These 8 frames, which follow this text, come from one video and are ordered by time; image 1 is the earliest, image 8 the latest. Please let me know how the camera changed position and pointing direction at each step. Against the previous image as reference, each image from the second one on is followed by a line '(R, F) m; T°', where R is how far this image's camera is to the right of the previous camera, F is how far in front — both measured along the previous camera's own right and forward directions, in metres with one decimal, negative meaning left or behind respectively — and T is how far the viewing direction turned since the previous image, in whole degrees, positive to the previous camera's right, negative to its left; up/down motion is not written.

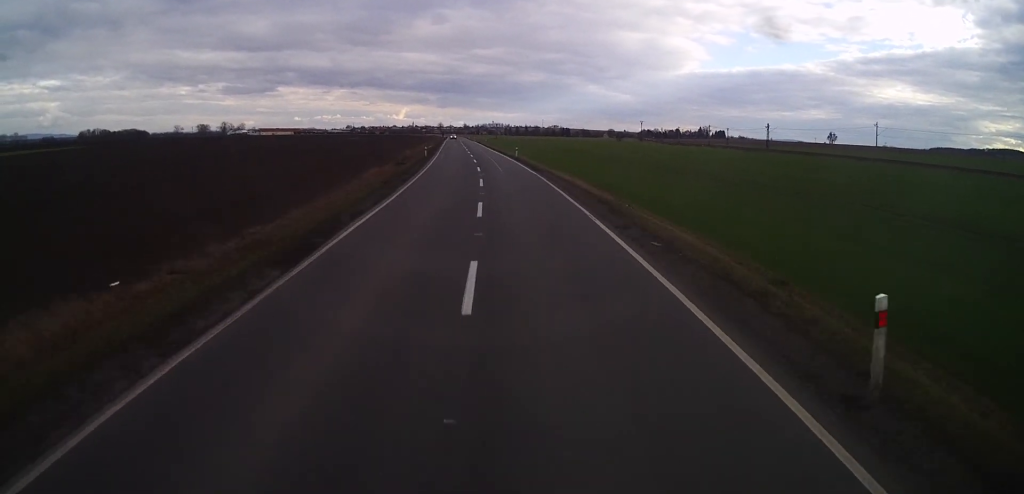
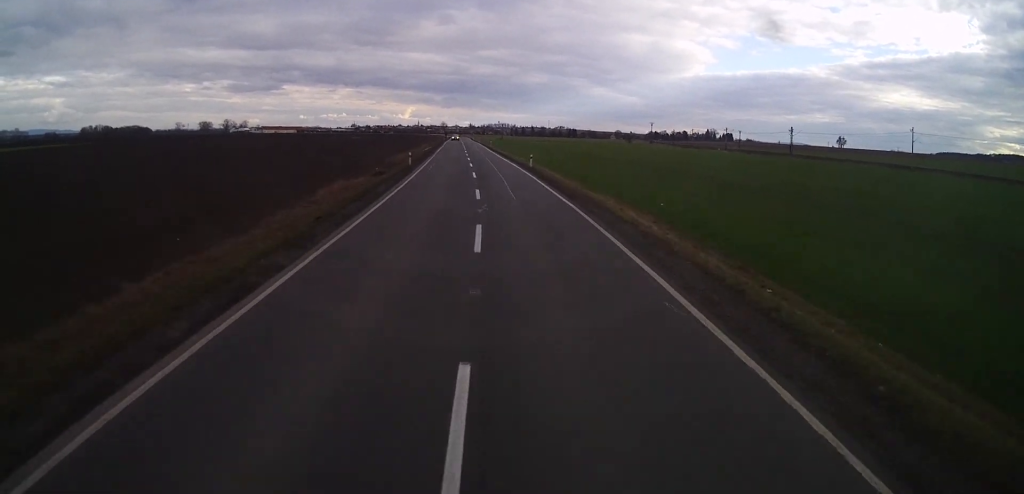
(-0.2, +13.5) m; 0°
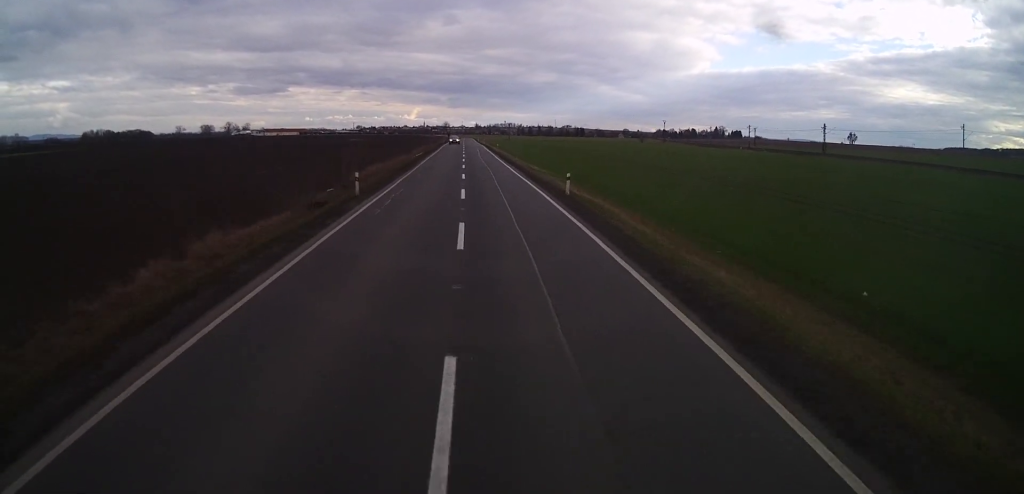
(+0.2, +17.5) m; -1°
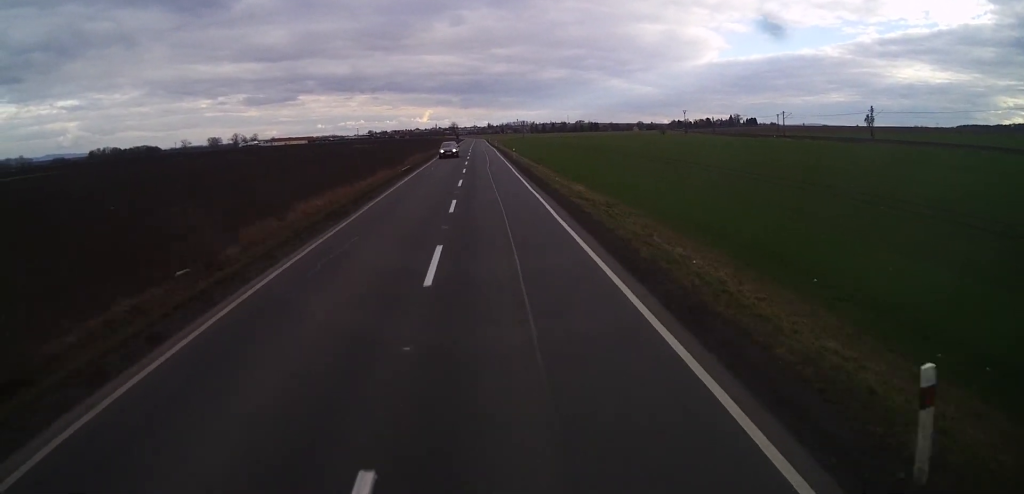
(-0.4, +19.9) m; -1°
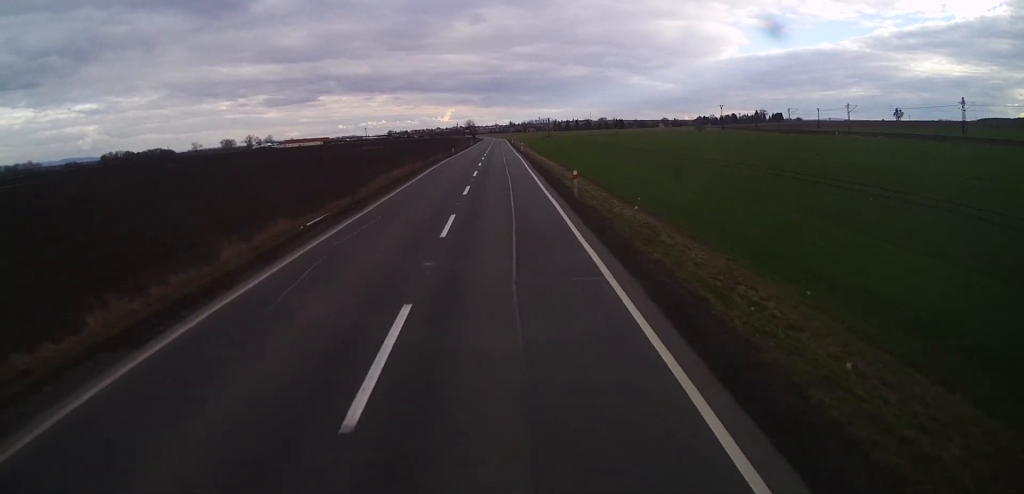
(-0.3, +31.2) m; -1°
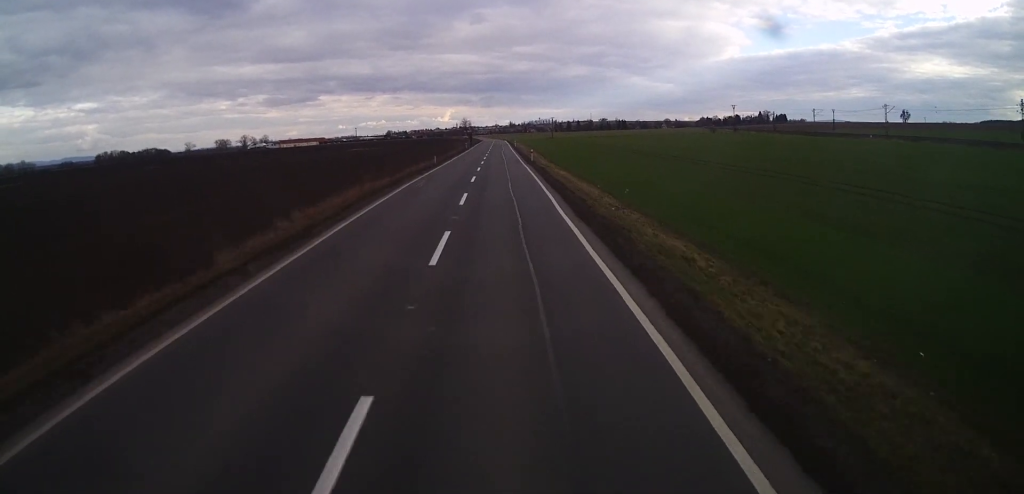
(-0.3, +20.5) m; -1°
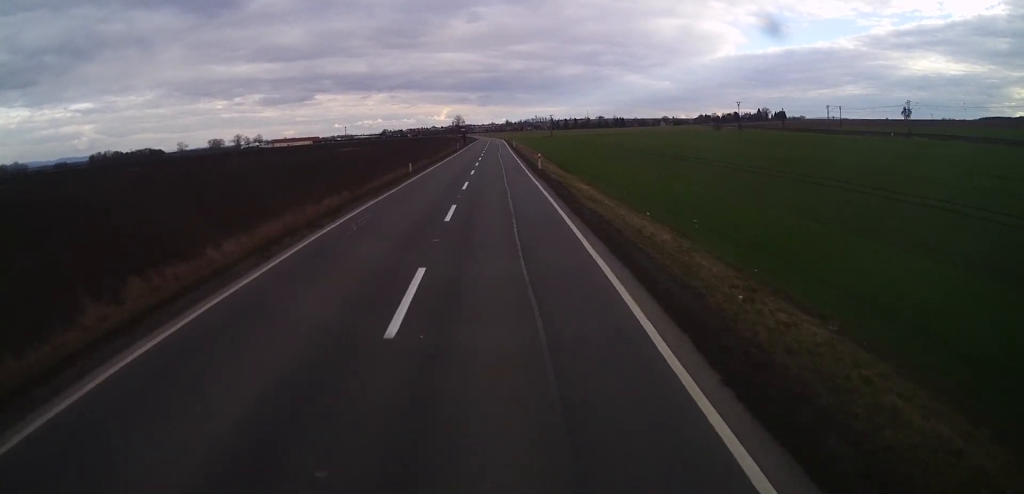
(0.0, +12.8) m; 0°
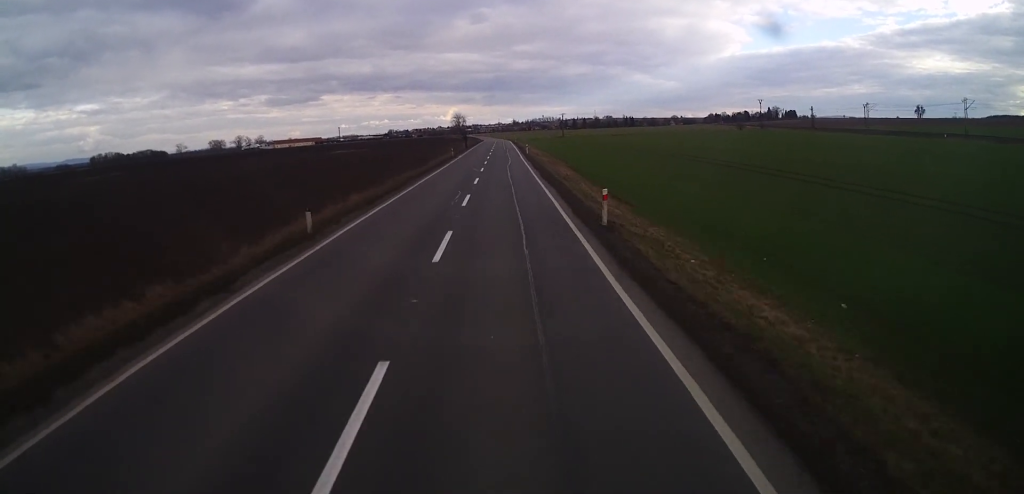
(-0.1, +21.7) m; -1°
